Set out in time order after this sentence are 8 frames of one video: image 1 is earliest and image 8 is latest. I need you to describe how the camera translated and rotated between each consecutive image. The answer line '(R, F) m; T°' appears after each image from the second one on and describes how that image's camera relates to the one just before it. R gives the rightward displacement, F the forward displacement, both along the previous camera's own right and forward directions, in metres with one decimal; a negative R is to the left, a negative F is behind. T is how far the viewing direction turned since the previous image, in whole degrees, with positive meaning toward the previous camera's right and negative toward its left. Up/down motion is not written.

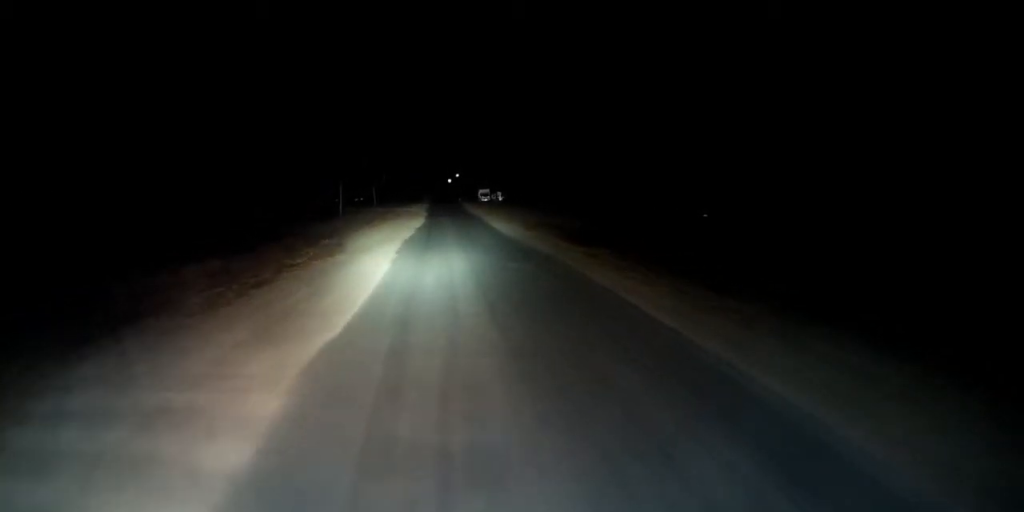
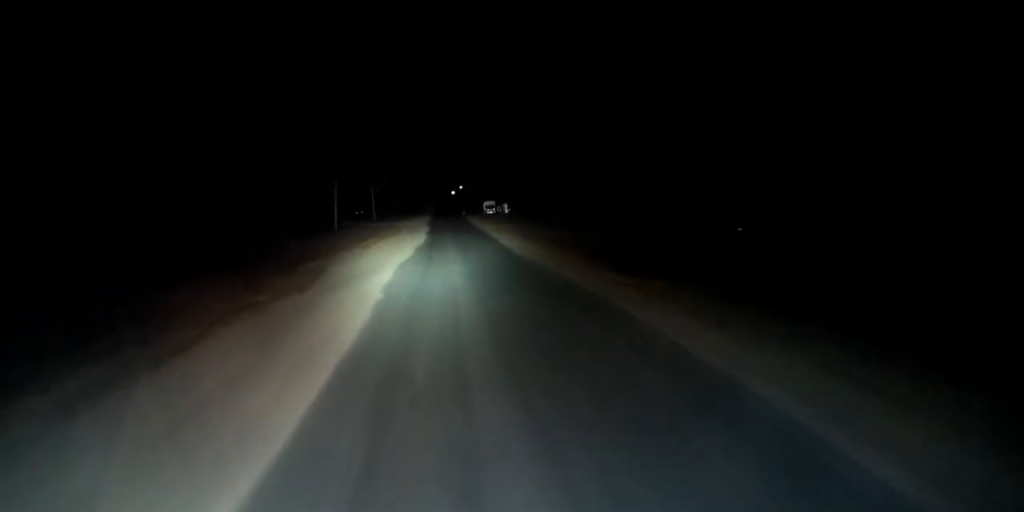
(0.0, +8.9) m; 0°
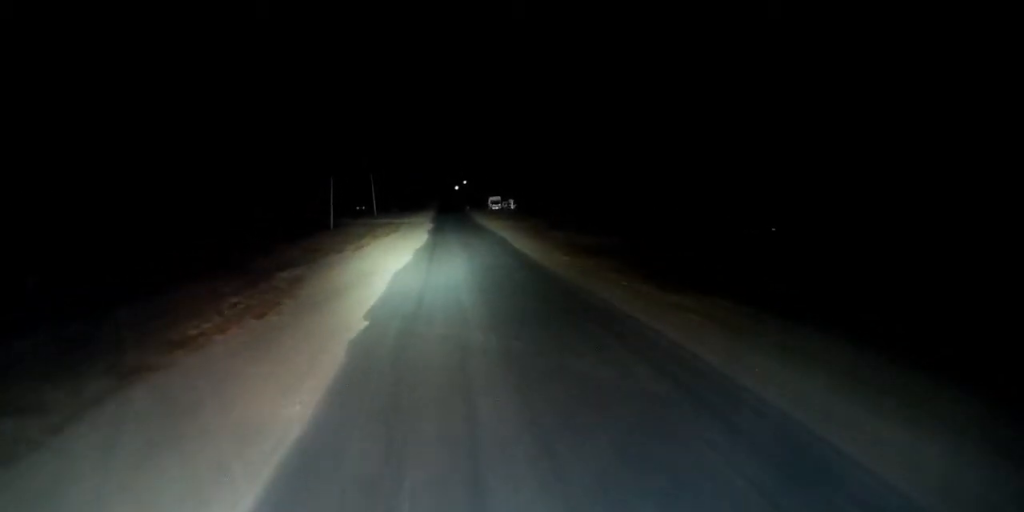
(0.0, +7.0) m; 0°
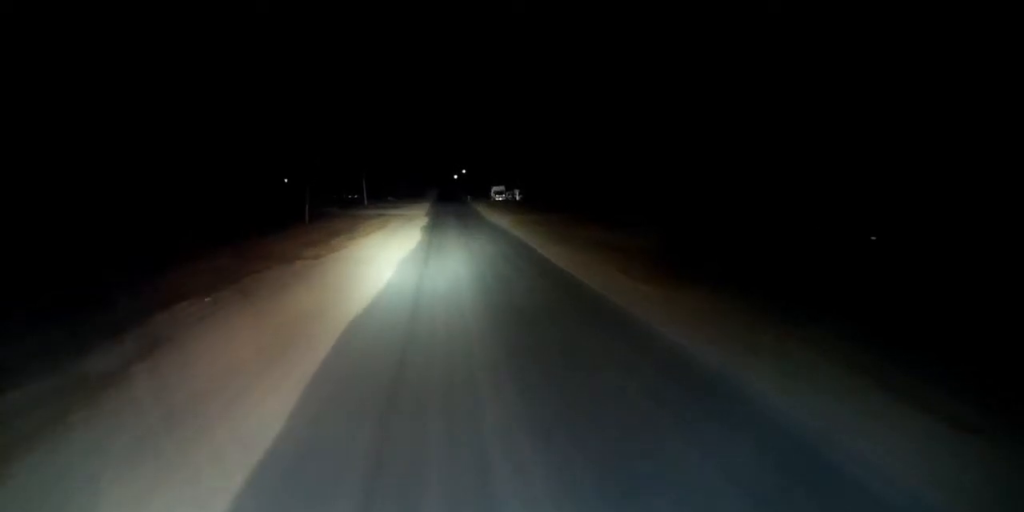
(-0.1, +16.9) m; -1°
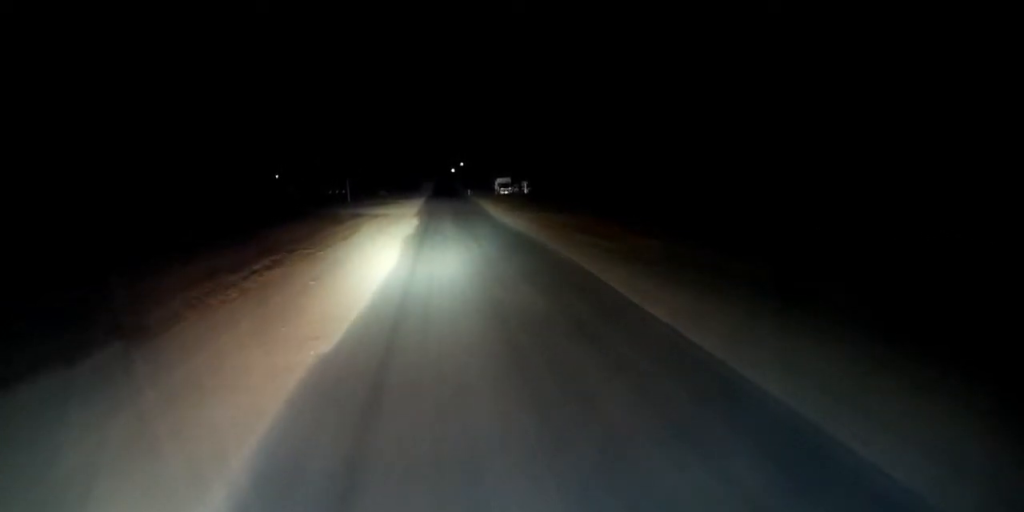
(-0.1, +21.8) m; 0°
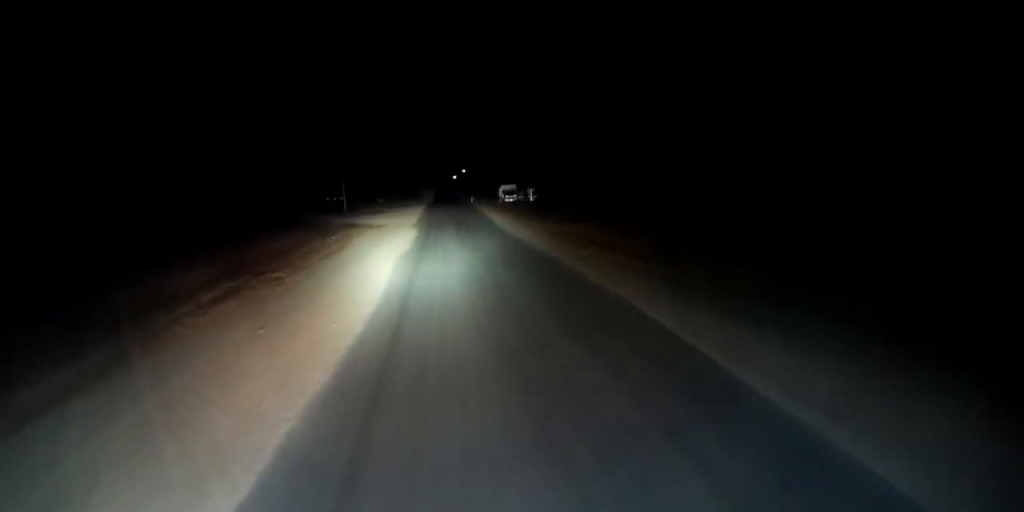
(0.0, +6.9) m; 0°
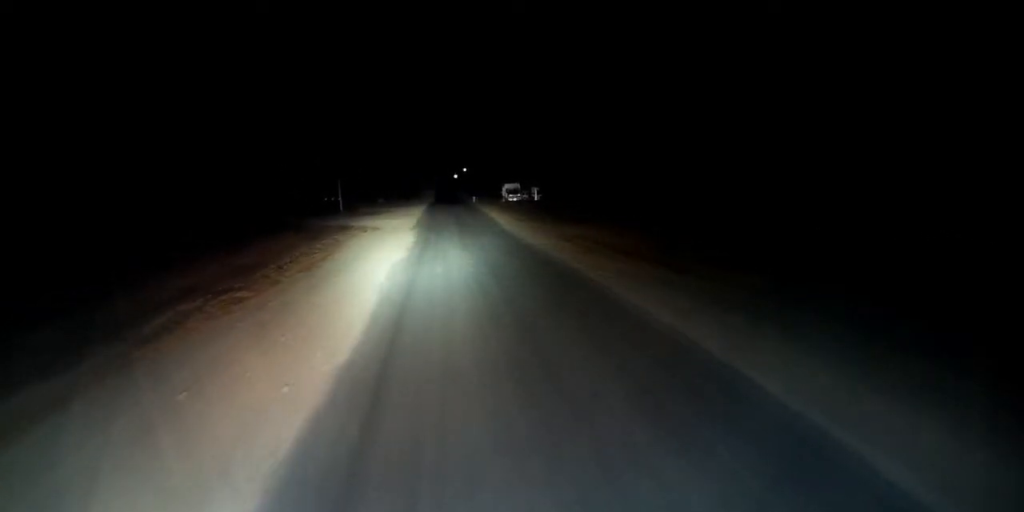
(0.0, +5.3) m; 0°
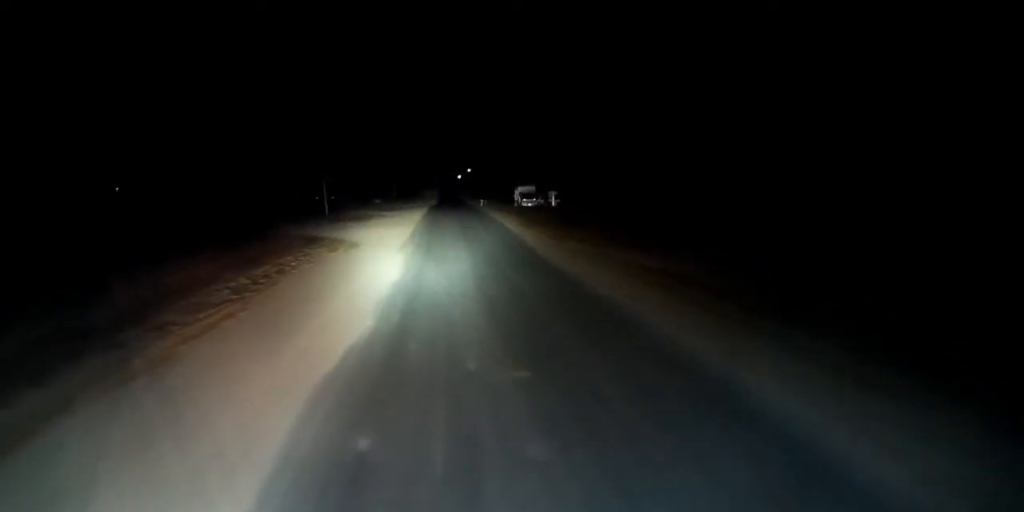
(+0.1, +17.1) m; +1°
